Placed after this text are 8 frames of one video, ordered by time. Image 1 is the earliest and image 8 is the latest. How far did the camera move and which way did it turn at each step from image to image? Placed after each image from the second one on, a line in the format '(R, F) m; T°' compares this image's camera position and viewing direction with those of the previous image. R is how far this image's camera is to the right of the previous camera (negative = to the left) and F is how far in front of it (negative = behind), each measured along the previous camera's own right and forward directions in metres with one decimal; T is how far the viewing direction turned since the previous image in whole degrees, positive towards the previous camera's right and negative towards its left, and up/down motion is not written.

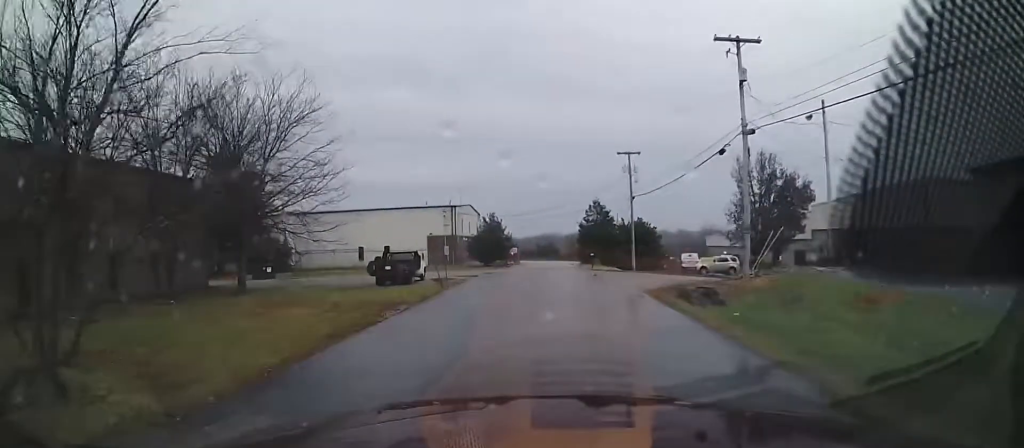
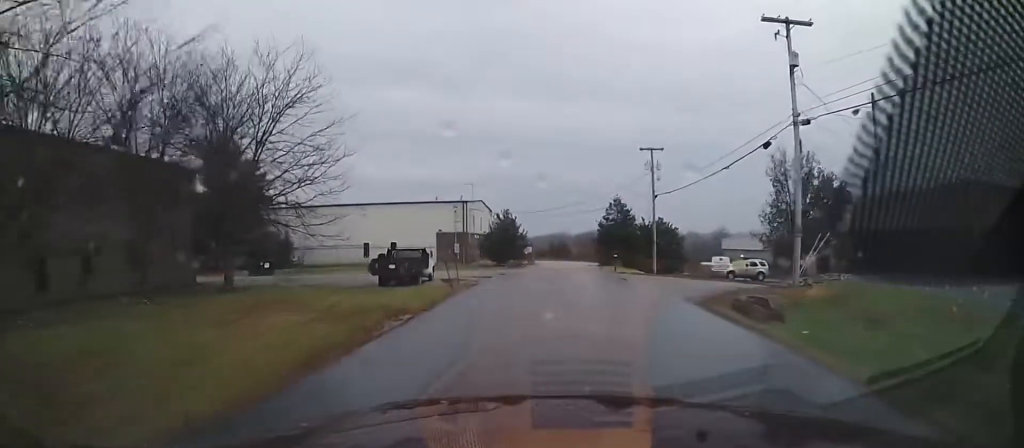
(-0.4, +3.0) m; +6°
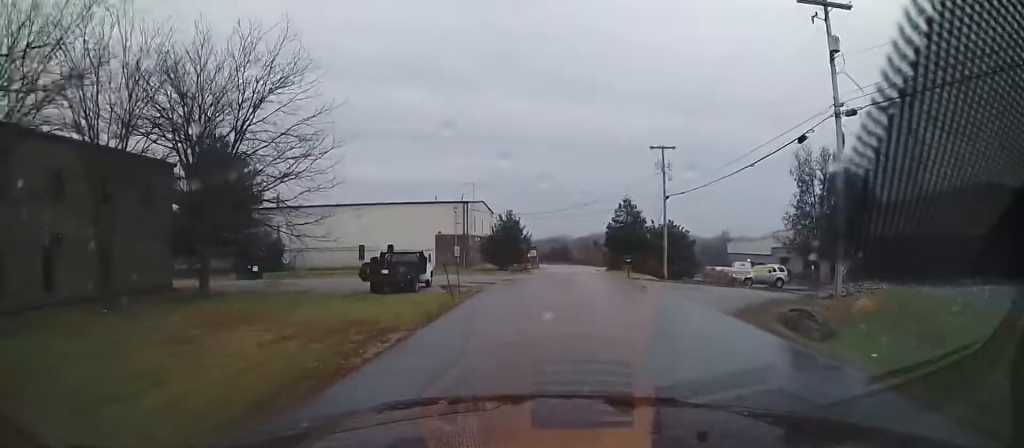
(+0.5, +2.6) m; +1°
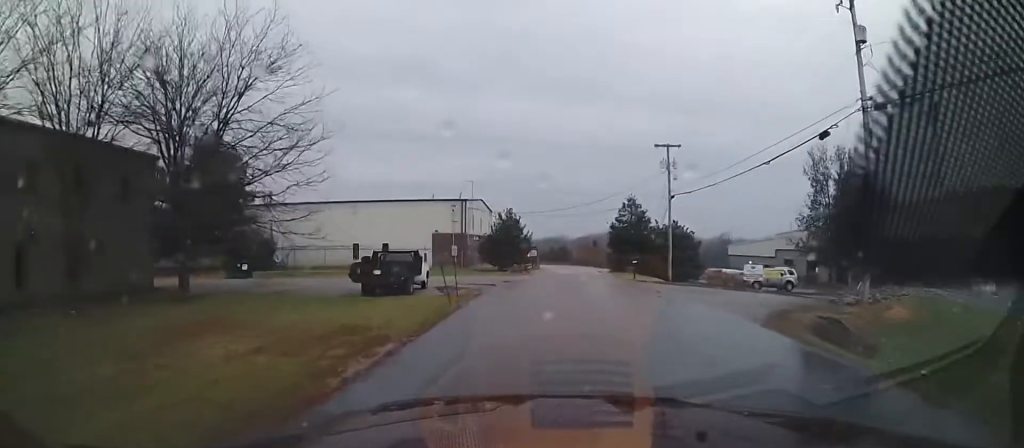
(+0.4, +1.6) m; 0°
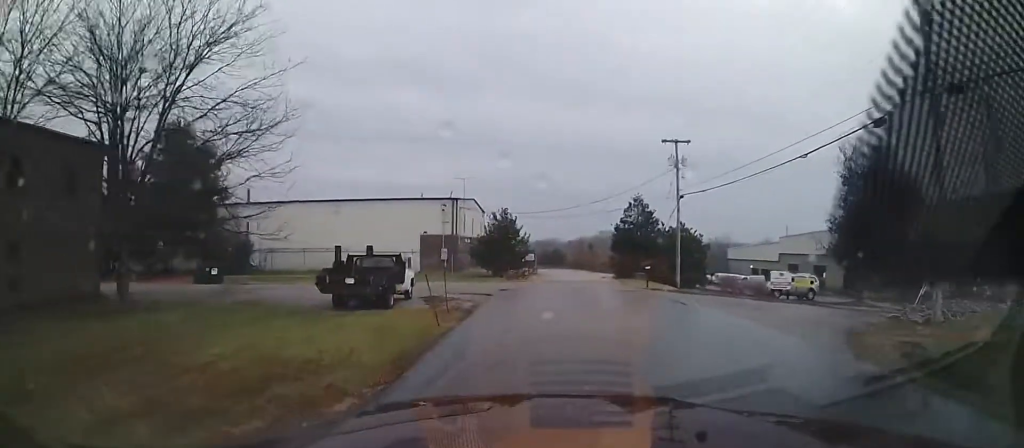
(-0.9, +3.6) m; -6°
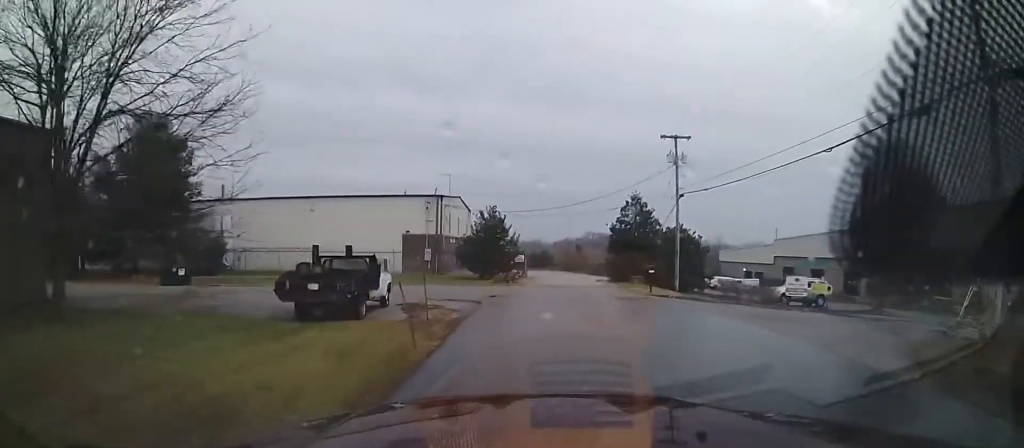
(+0.2, +2.8) m; +3°
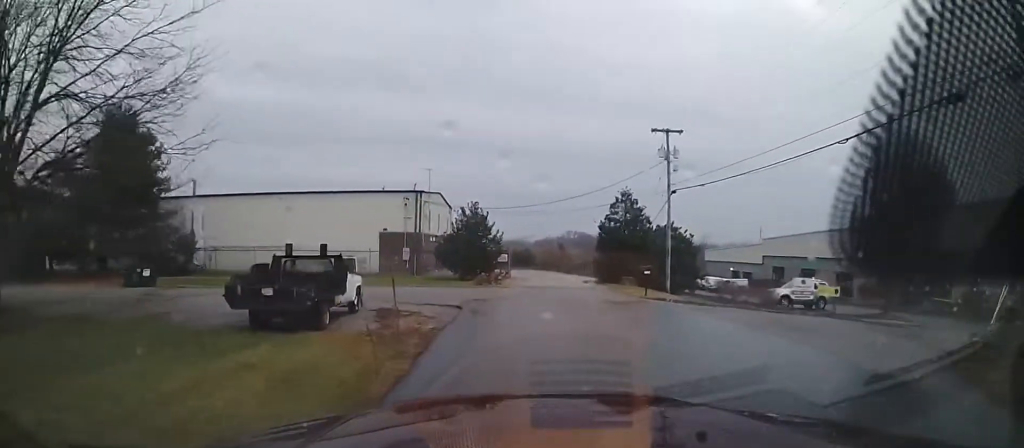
(+0.1, +2.2) m; +4°
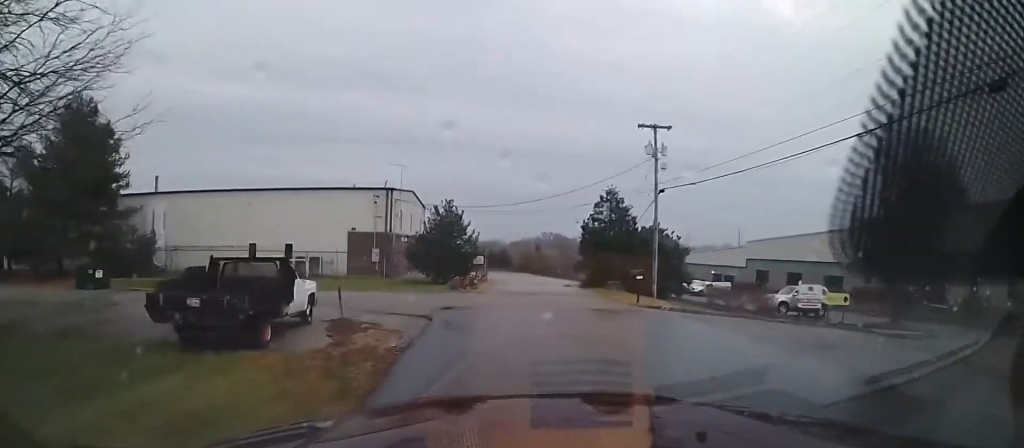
(0.0, +2.5) m; +5°
